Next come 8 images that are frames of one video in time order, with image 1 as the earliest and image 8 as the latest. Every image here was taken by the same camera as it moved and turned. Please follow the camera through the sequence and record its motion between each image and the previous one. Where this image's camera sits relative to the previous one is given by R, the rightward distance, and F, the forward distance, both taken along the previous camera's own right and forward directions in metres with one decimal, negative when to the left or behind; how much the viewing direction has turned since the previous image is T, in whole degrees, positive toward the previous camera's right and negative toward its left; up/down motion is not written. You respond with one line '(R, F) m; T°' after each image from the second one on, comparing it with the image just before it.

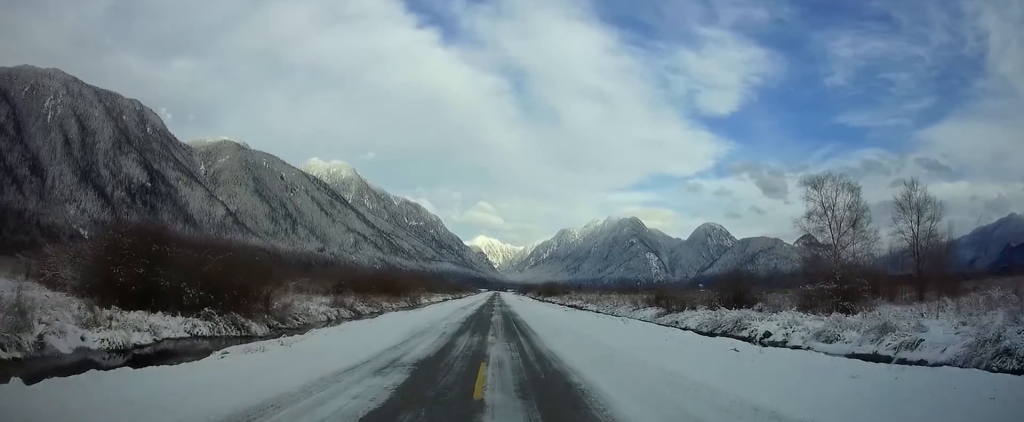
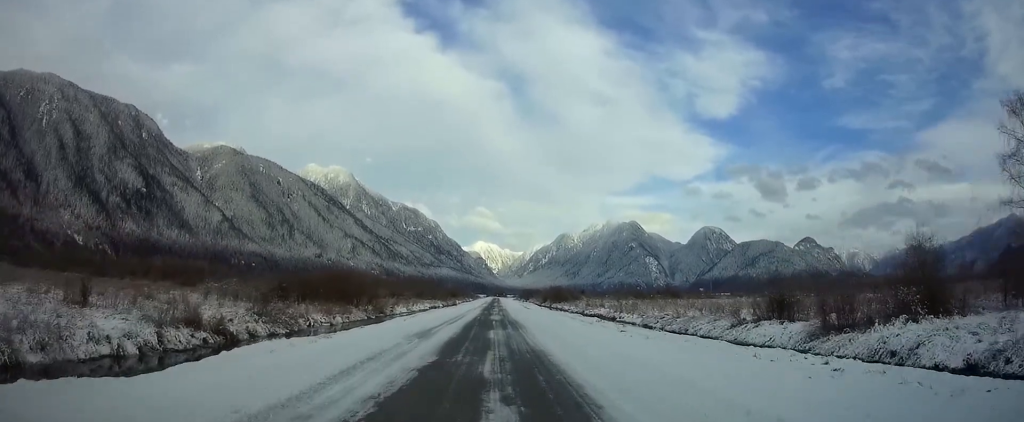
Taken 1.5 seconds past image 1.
(-0.1, +31.4) m; 0°
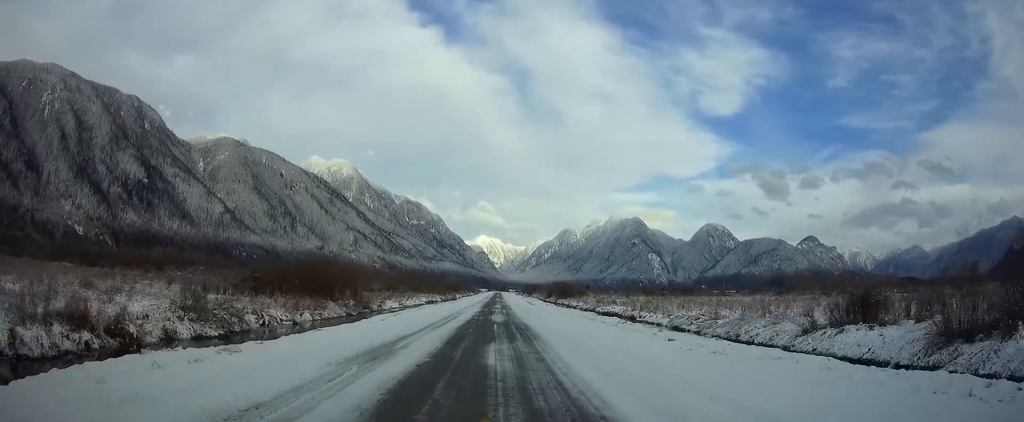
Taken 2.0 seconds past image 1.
(0.0, +10.5) m; 0°
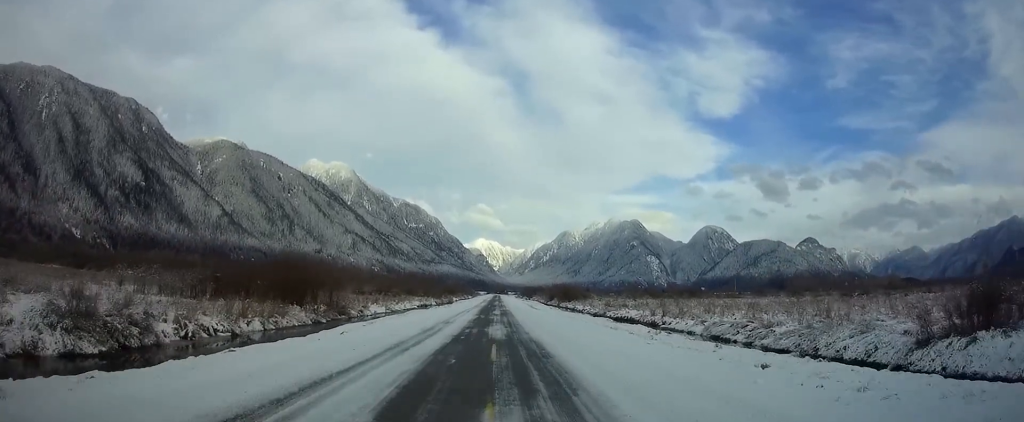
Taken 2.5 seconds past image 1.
(+0.1, +10.5) m; 0°
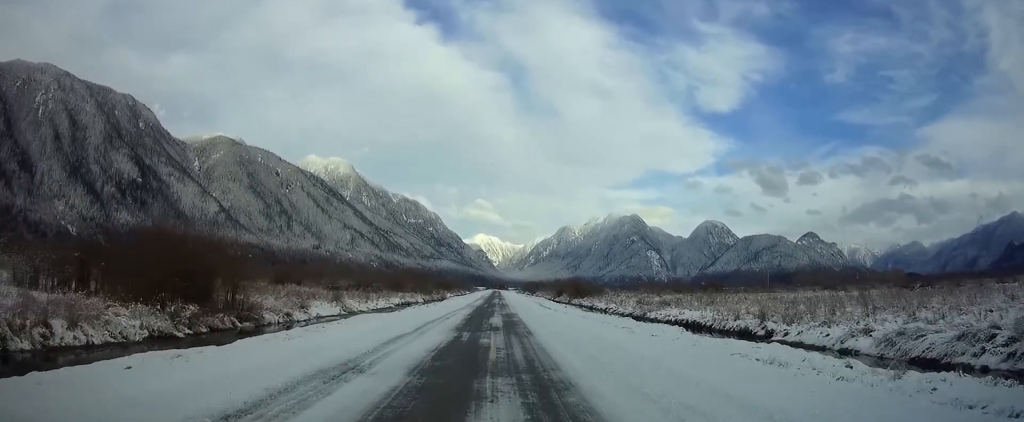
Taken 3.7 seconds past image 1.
(-0.1, +24.3) m; 0°
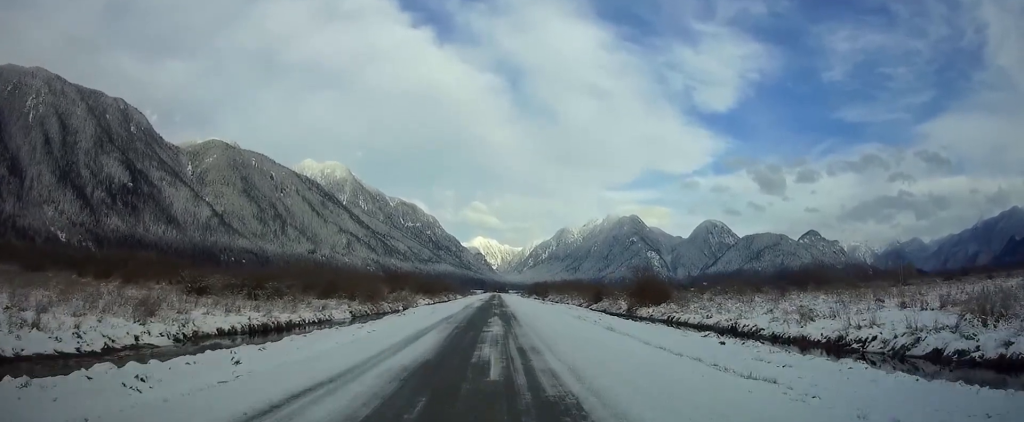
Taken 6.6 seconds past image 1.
(+0.2, +61.7) m; 0°
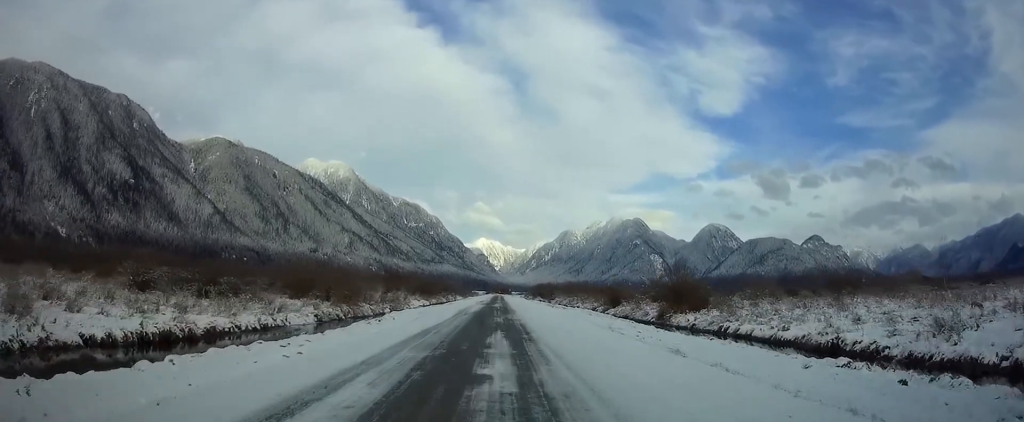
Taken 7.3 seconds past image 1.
(0.0, +13.2) m; 0°
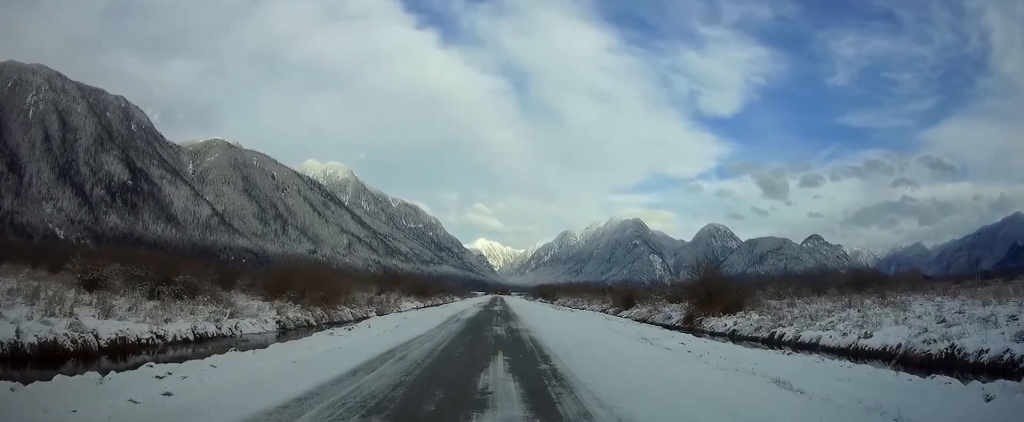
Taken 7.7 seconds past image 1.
(0.0, +9.0) m; 0°
